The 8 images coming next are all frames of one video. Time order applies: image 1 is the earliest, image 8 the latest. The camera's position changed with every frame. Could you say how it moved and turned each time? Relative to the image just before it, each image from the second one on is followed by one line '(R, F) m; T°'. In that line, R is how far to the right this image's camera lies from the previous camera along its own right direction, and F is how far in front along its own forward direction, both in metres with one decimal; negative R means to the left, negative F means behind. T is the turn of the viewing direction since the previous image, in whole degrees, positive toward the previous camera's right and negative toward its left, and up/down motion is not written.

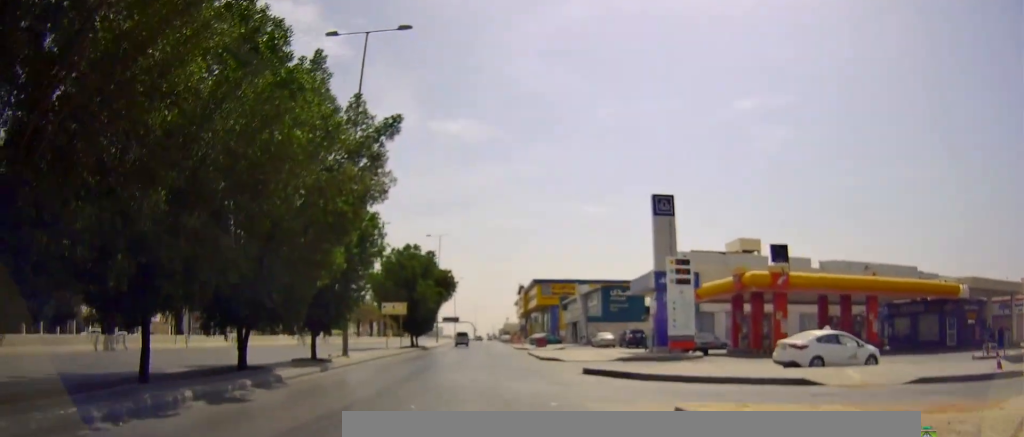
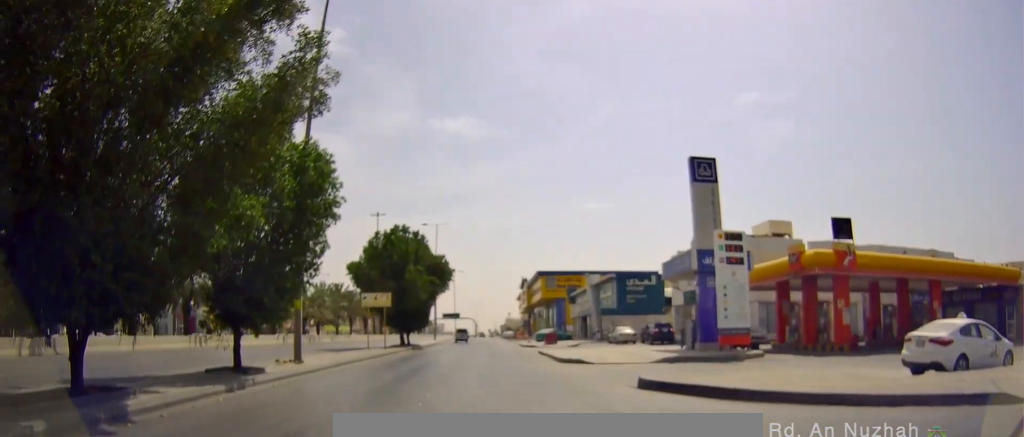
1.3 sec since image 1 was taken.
(+0.1, +7.9) m; 0°
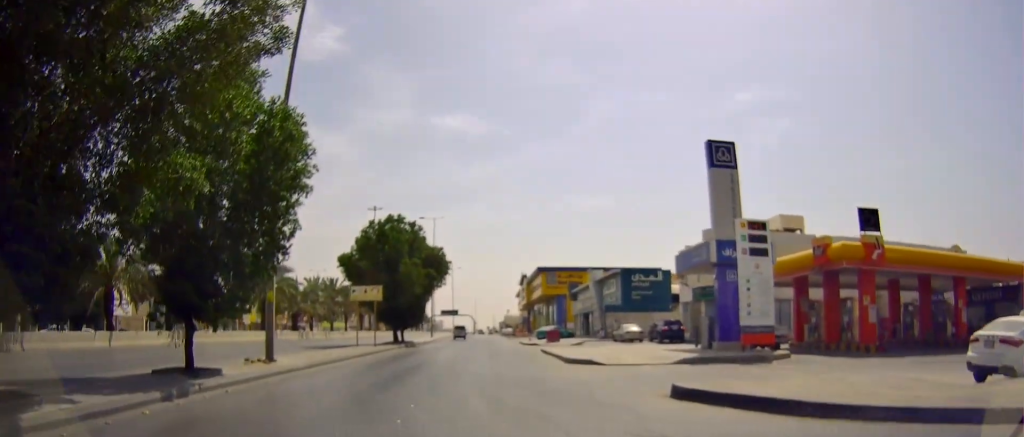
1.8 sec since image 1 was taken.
(0.0, +3.0) m; -1°
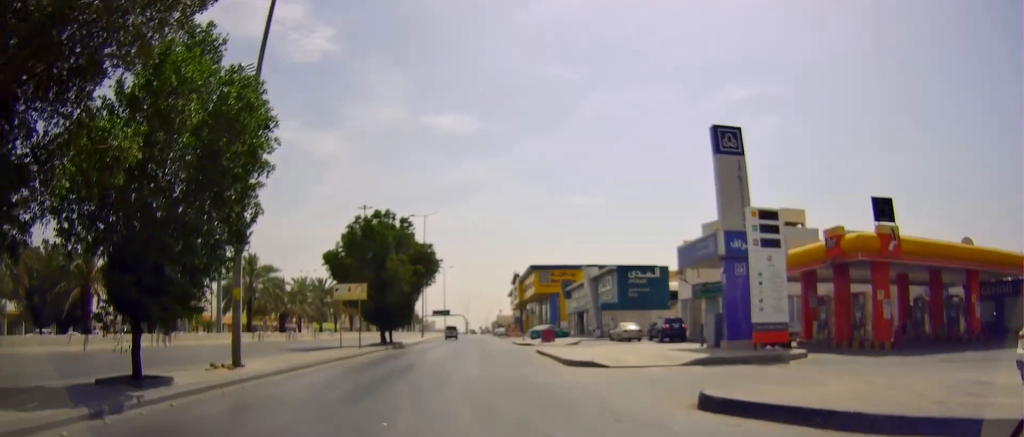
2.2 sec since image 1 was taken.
(0.0, +2.0) m; +1°
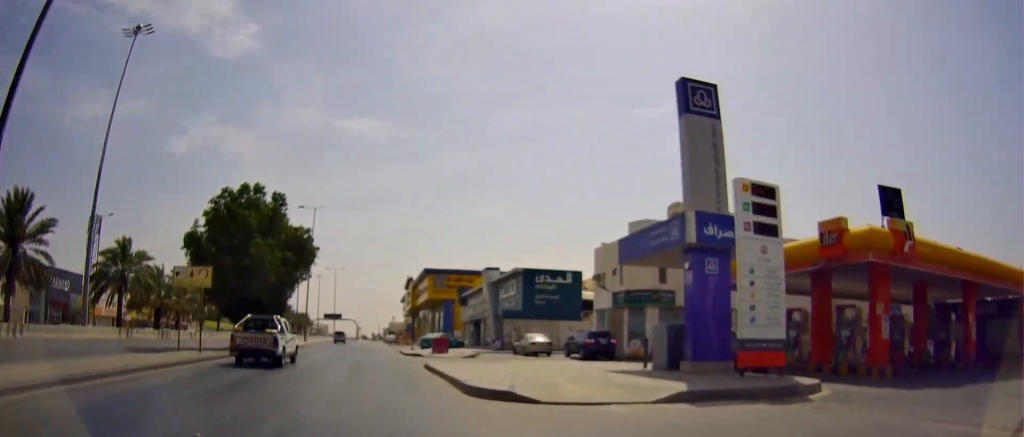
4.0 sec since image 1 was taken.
(+0.5, +7.6) m; +11°
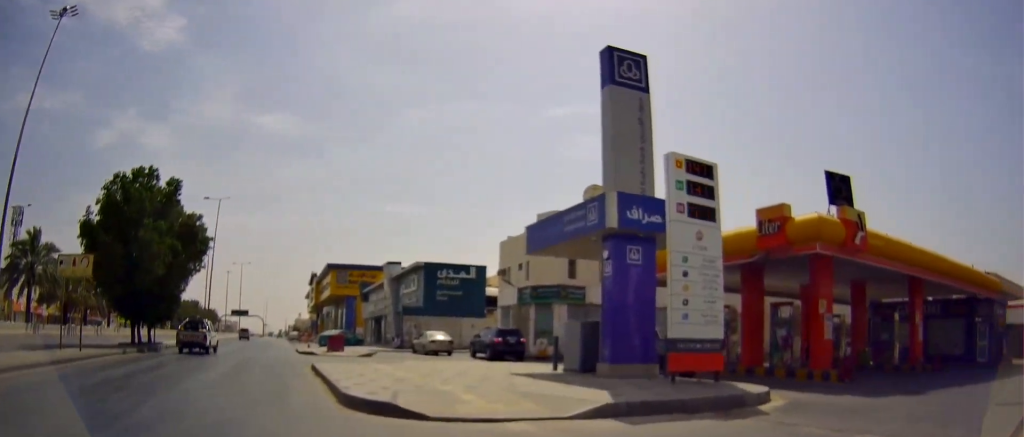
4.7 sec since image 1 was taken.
(0.0, +2.7) m; +10°
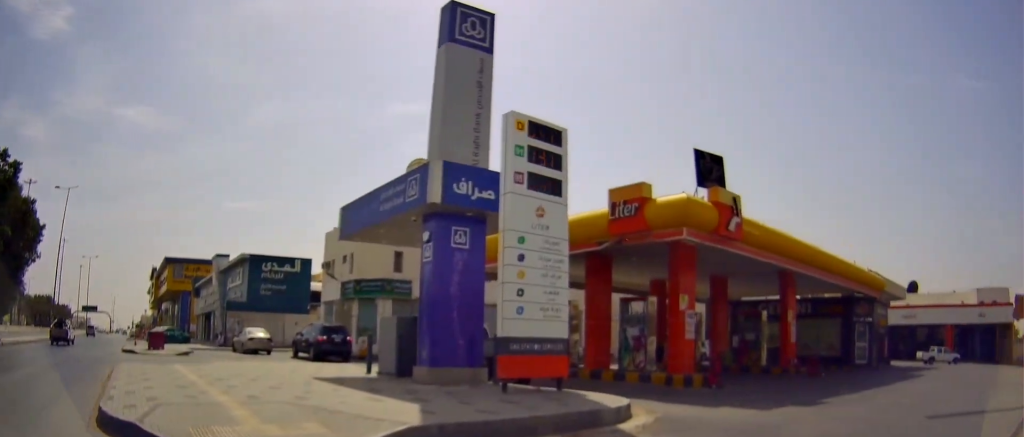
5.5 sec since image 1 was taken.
(+0.5, +3.0) m; +17°
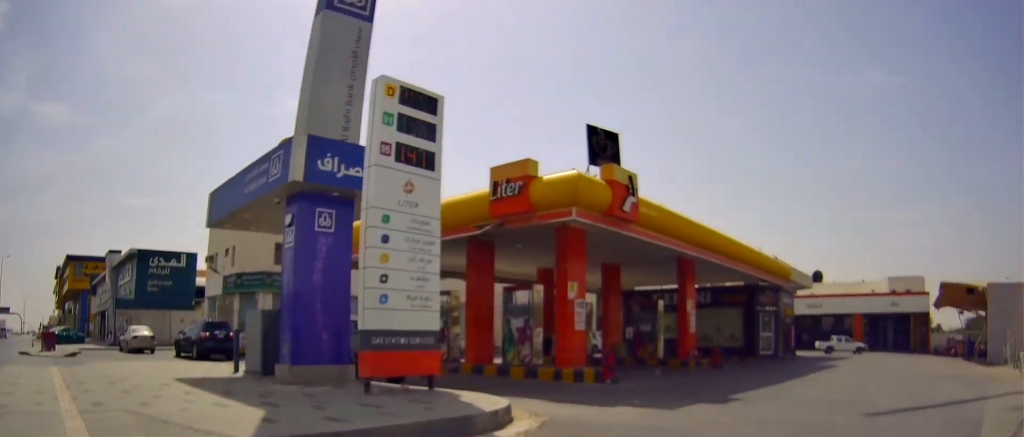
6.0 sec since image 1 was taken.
(+0.1, +1.6) m; +11°
